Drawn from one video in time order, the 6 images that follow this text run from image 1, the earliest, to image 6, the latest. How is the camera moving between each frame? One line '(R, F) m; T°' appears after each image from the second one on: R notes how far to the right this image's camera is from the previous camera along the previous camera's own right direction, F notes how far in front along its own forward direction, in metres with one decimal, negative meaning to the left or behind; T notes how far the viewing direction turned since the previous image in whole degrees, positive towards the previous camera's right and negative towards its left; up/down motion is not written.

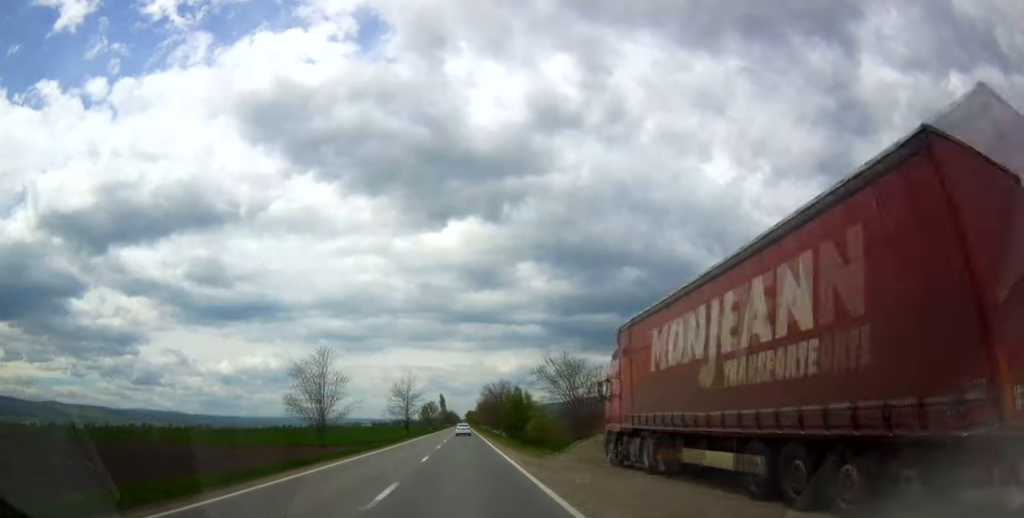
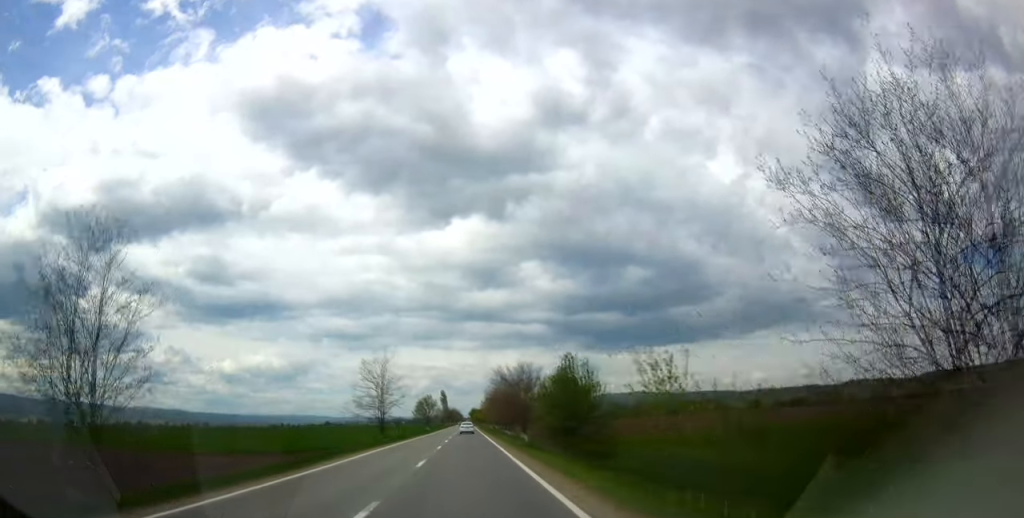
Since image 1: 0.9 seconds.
(+0.4, +27.0) m; +1°
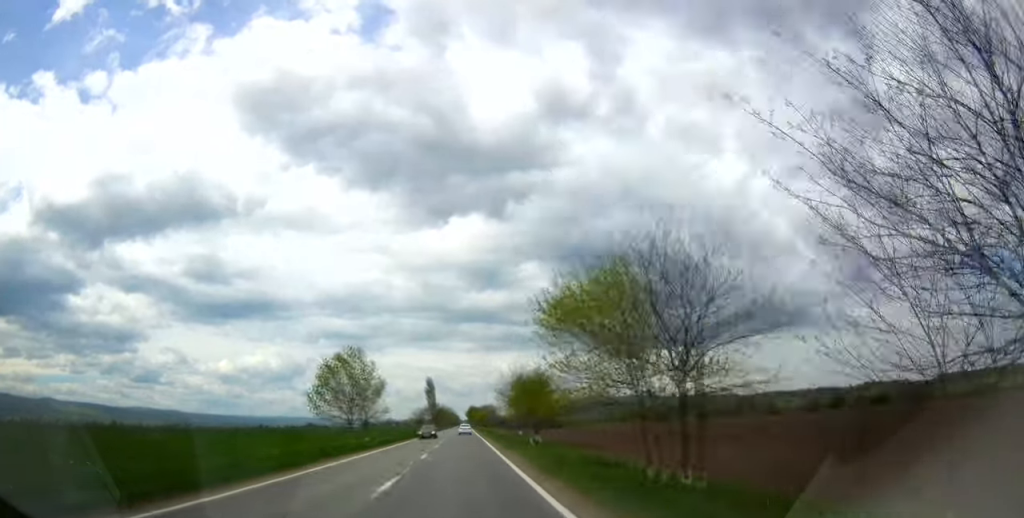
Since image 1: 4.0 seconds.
(-2.2, +90.0) m; 0°
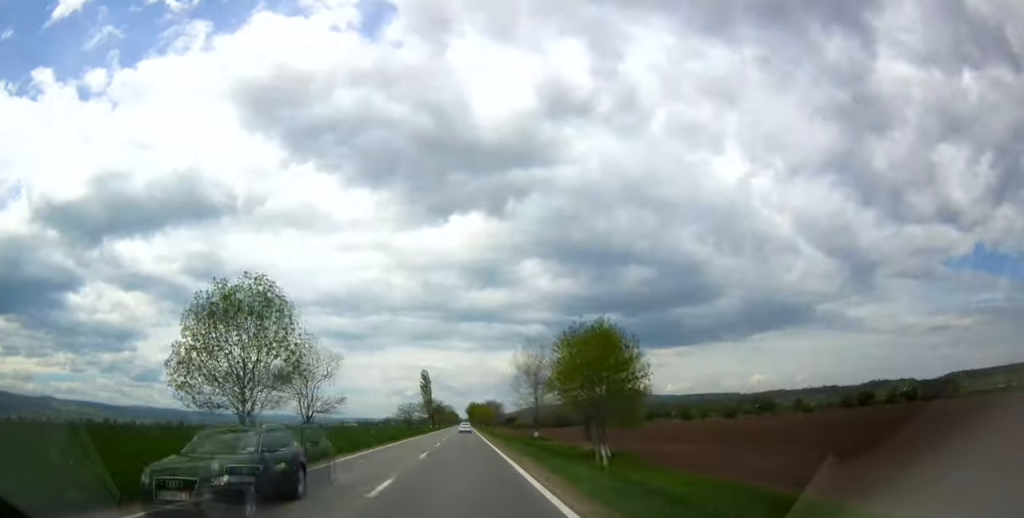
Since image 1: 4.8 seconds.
(+0.8, +24.0) m; 0°
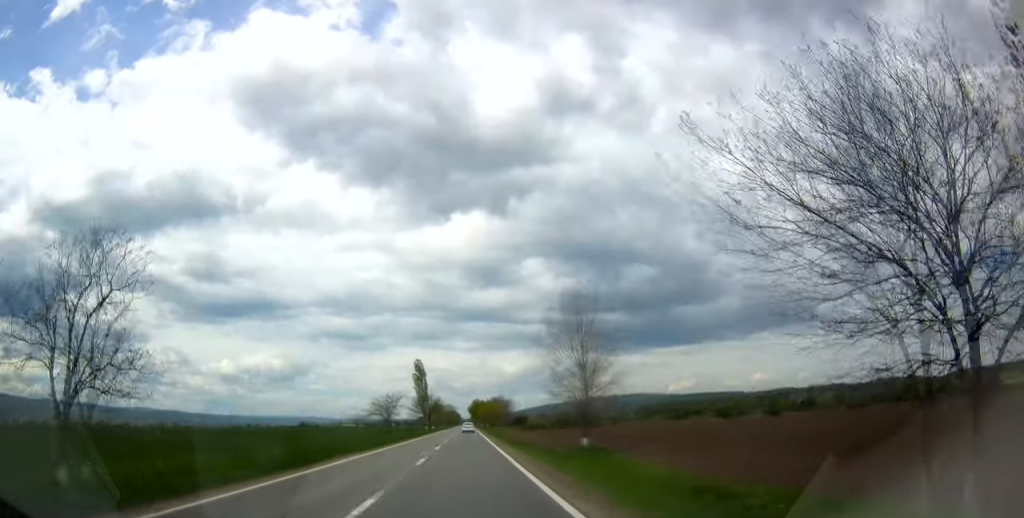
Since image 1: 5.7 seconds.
(-0.6, +27.7) m; 0°
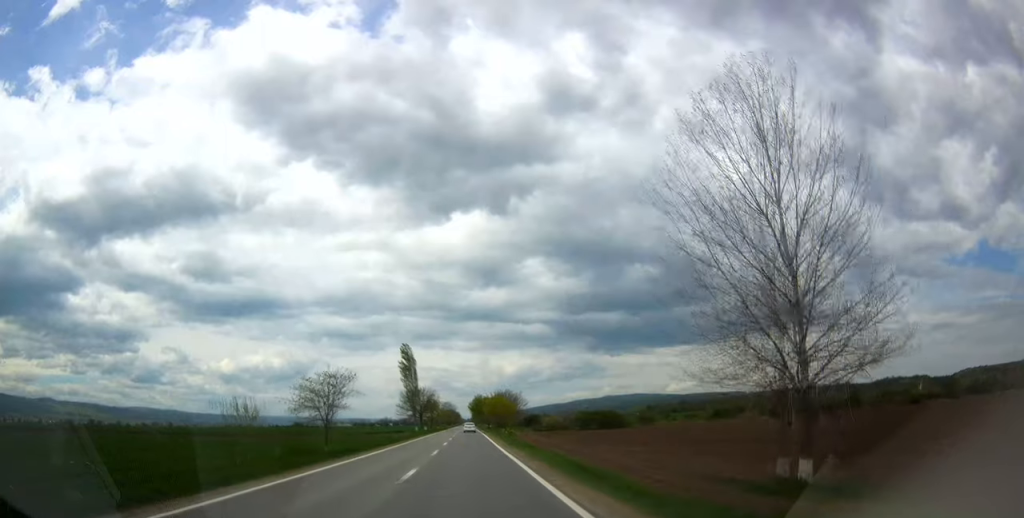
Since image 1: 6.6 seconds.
(+0.5, +29.0) m; +1°
